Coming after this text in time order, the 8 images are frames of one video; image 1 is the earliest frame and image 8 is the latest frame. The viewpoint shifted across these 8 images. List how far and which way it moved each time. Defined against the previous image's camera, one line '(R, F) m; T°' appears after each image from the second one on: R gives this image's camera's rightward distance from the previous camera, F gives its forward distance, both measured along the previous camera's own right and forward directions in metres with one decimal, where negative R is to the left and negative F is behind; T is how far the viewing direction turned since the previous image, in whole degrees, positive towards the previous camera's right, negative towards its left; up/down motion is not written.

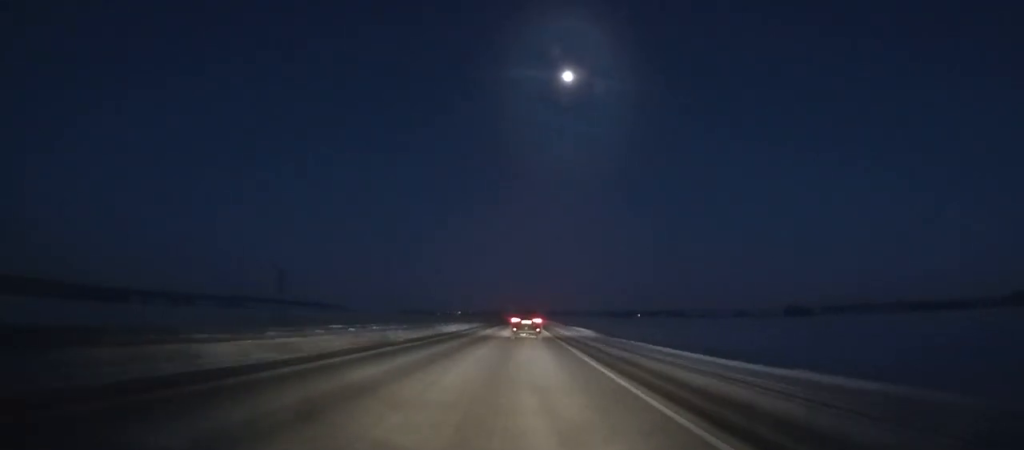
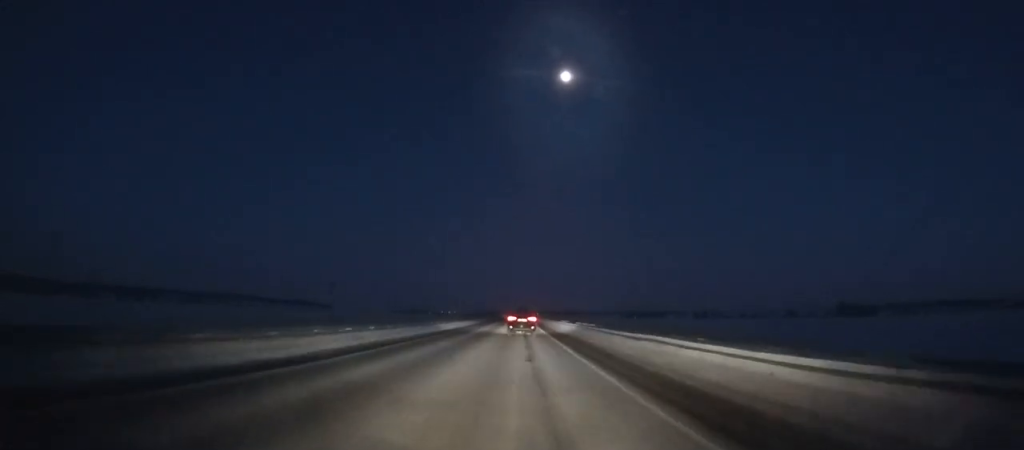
(+0.5, +205.3) m; 0°
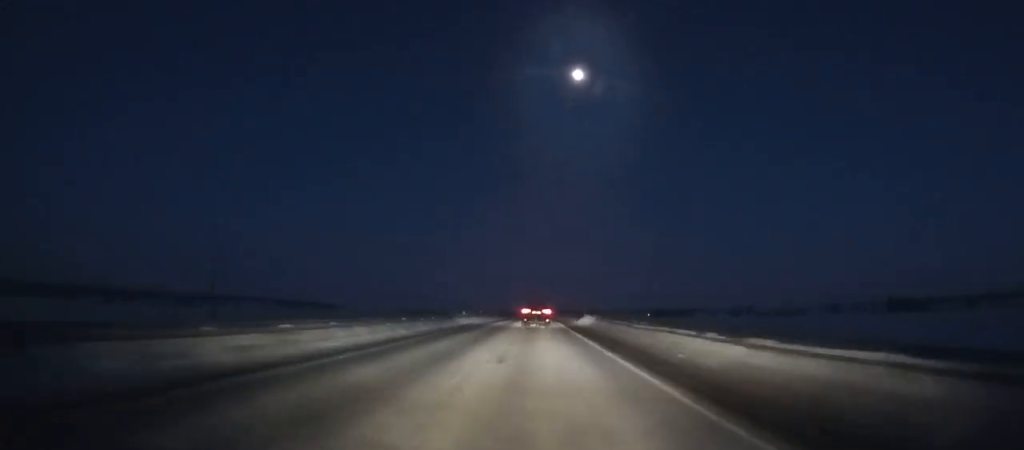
(-0.2, +94.3) m; 0°
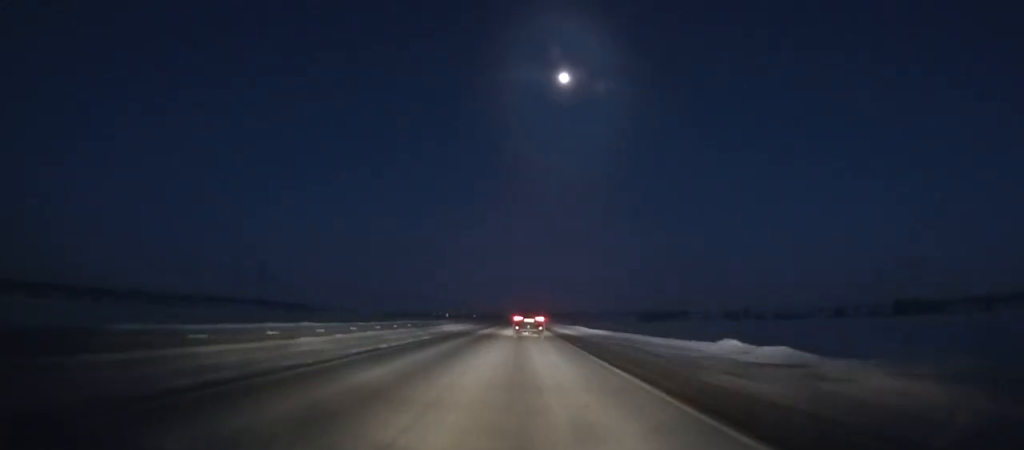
(+0.1, +56.2) m; 0°
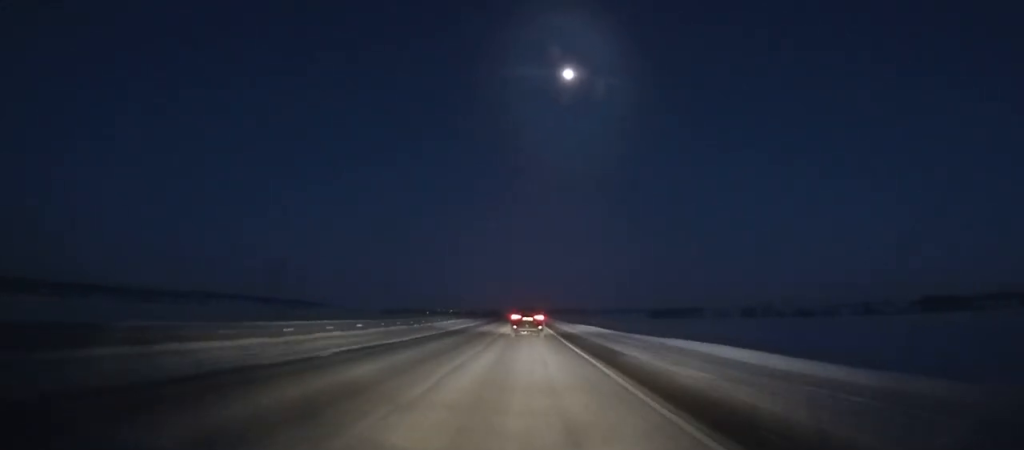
(+0.1, +53.6) m; 0°
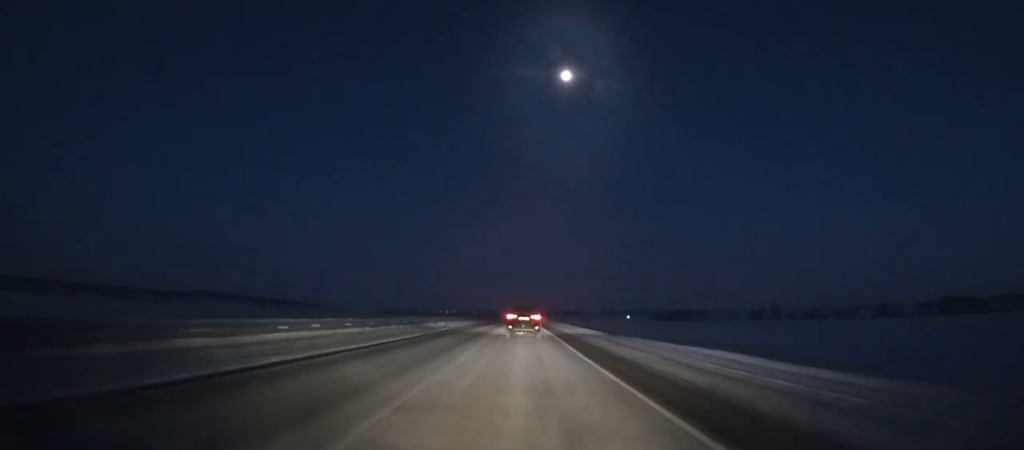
(0.0, +40.7) m; 0°
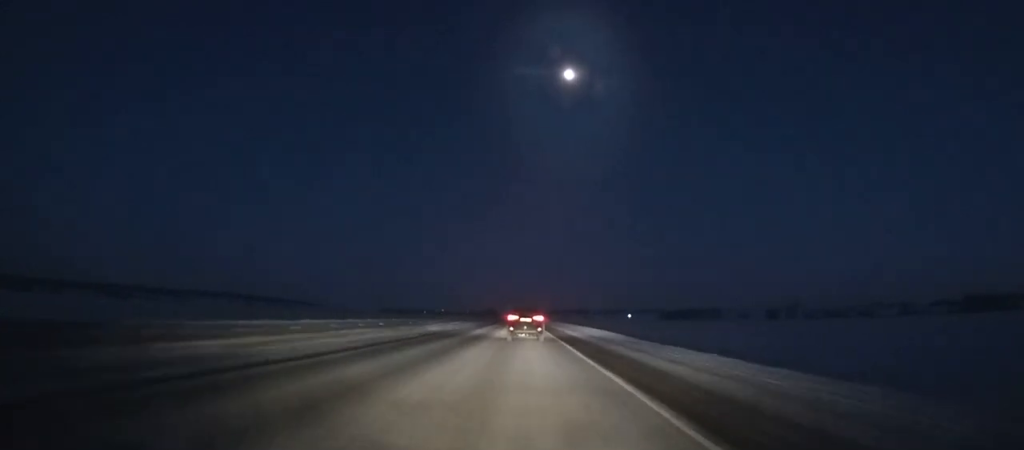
(0.0, +40.4) m; 0°
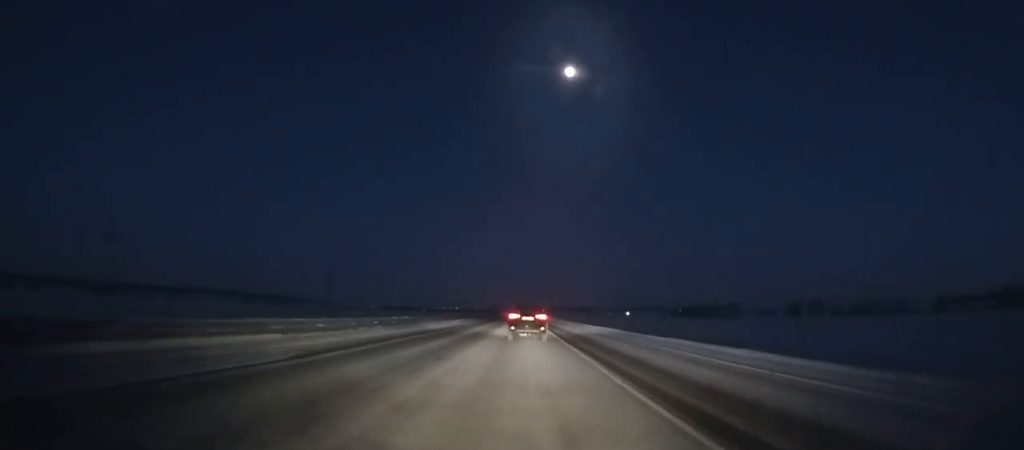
(0.0, +57.9) m; 0°
